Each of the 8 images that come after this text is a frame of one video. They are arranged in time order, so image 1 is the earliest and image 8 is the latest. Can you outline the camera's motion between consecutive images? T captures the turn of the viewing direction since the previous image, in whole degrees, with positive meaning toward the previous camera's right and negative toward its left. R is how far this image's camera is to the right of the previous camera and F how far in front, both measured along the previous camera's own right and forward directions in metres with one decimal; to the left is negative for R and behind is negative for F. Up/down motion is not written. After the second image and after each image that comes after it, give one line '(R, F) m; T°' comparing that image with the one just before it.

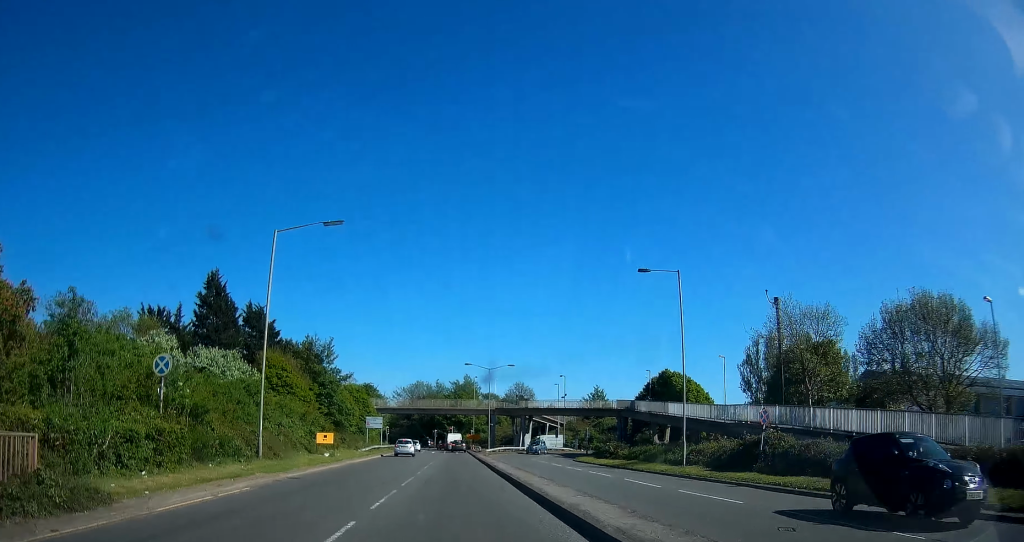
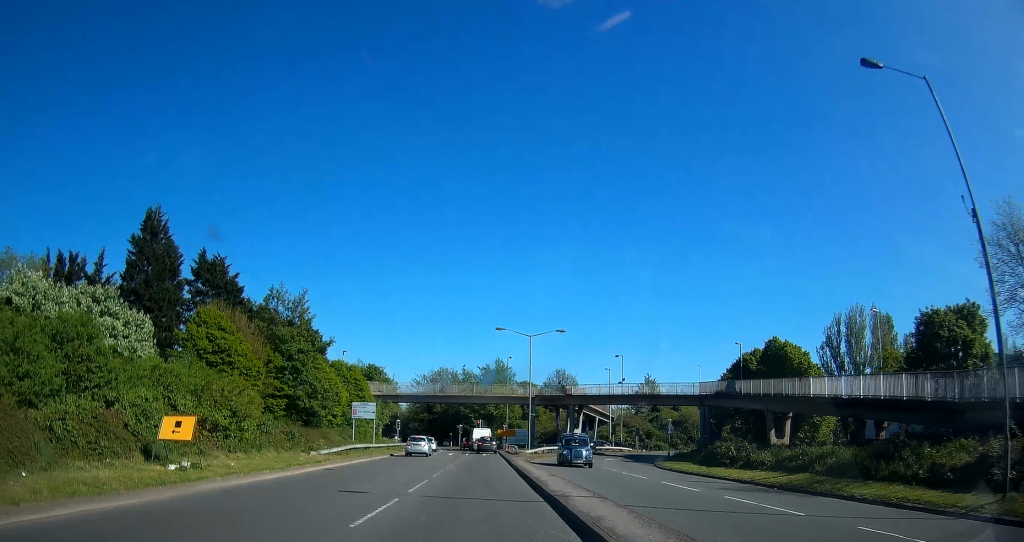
(-2.0, +20.8) m; -8°
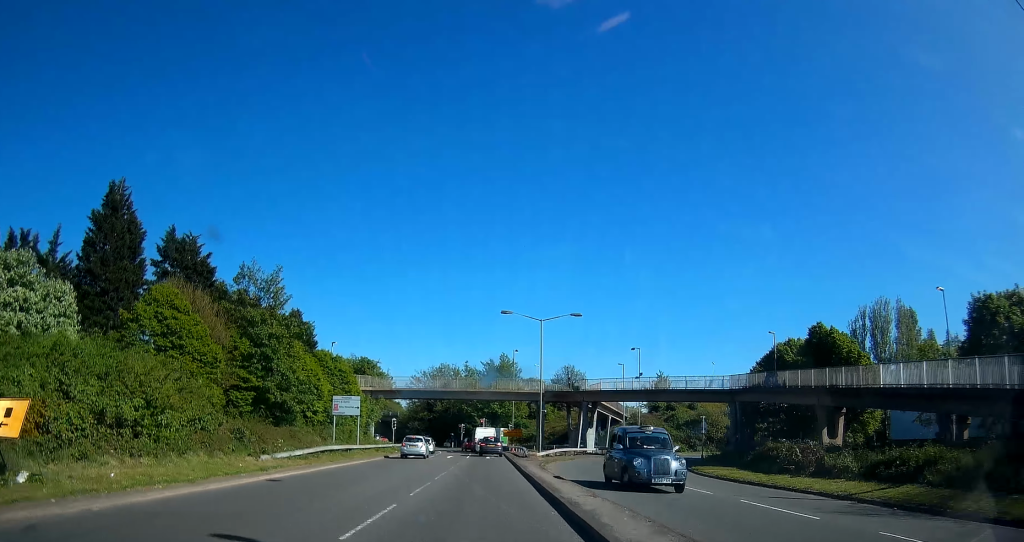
(0.0, +7.1) m; 0°
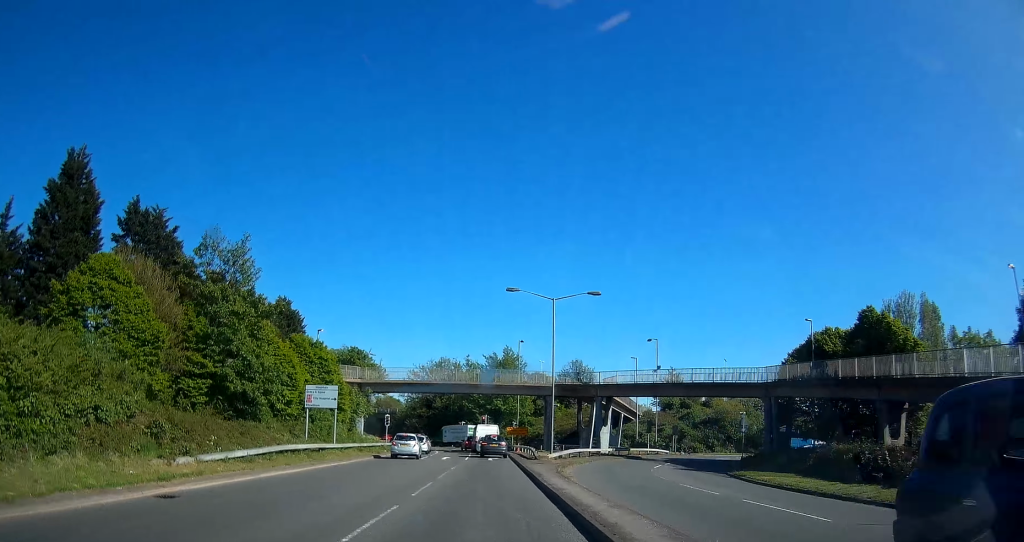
(0.0, +6.7) m; 0°
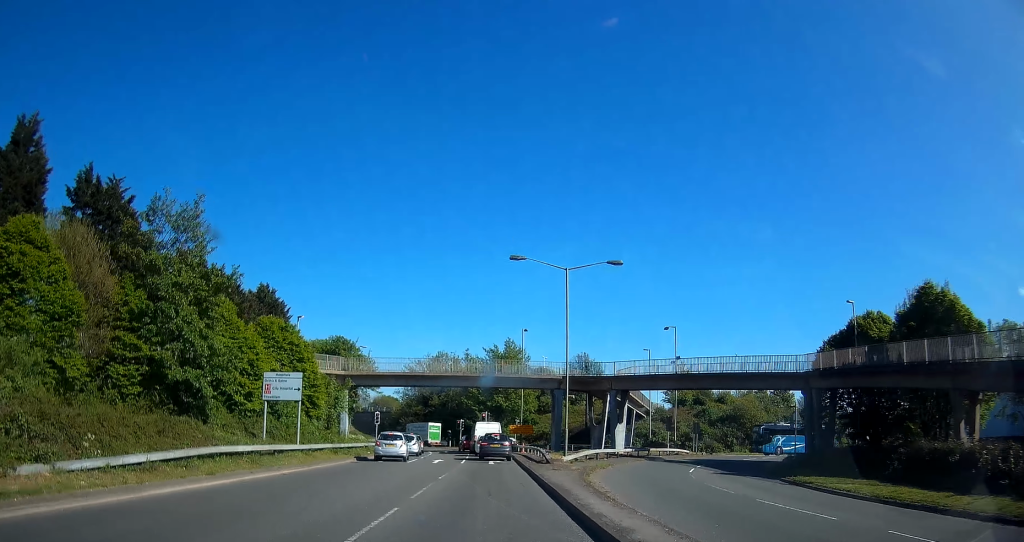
(0.0, +6.9) m; 0°
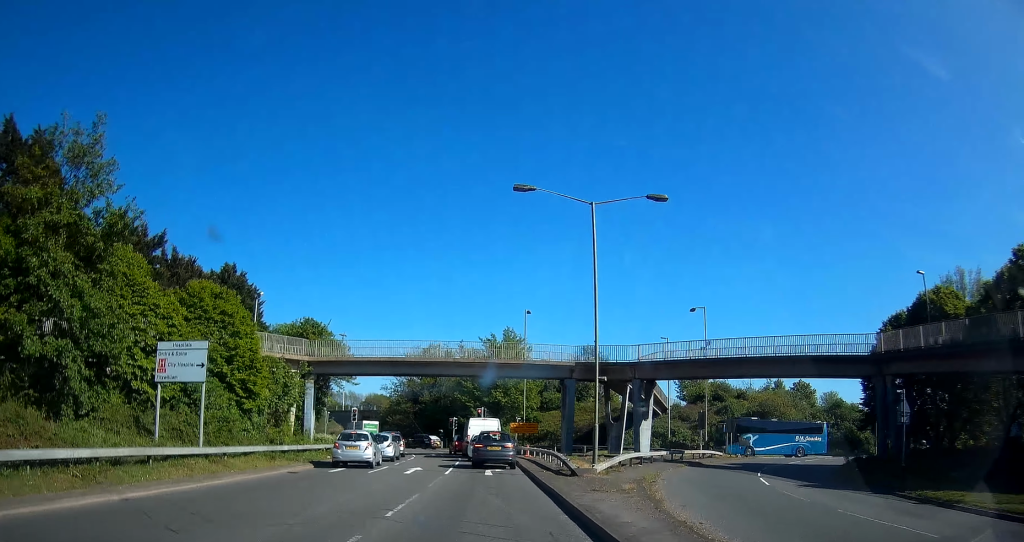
(0.0, +9.7) m; 0°
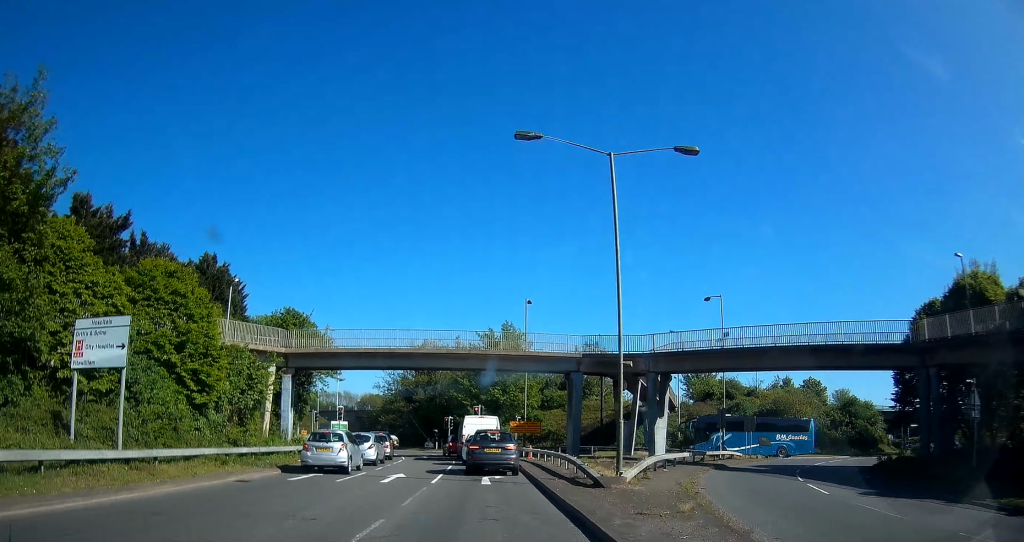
(0.0, +4.4) m; 0°
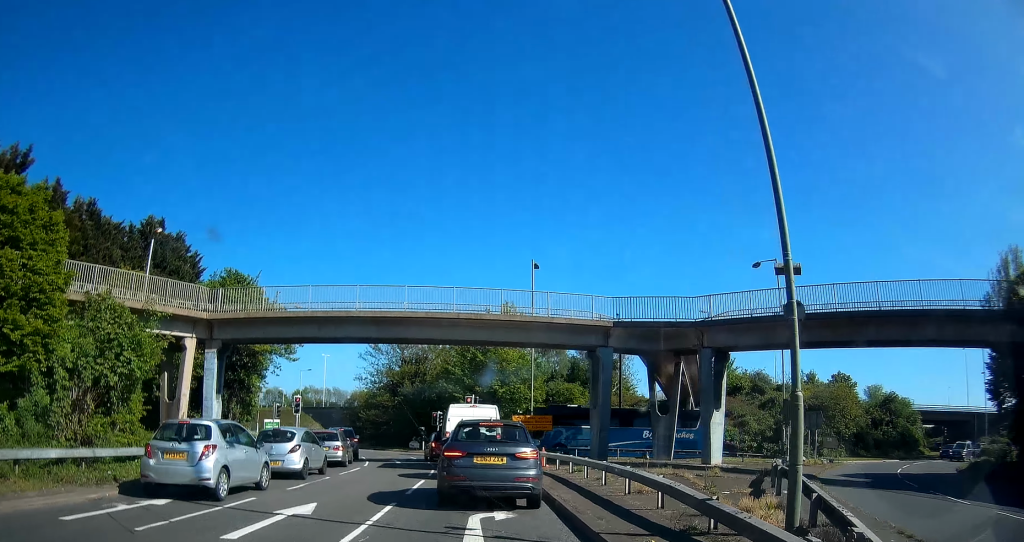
(-0.1, +11.4) m; -1°
